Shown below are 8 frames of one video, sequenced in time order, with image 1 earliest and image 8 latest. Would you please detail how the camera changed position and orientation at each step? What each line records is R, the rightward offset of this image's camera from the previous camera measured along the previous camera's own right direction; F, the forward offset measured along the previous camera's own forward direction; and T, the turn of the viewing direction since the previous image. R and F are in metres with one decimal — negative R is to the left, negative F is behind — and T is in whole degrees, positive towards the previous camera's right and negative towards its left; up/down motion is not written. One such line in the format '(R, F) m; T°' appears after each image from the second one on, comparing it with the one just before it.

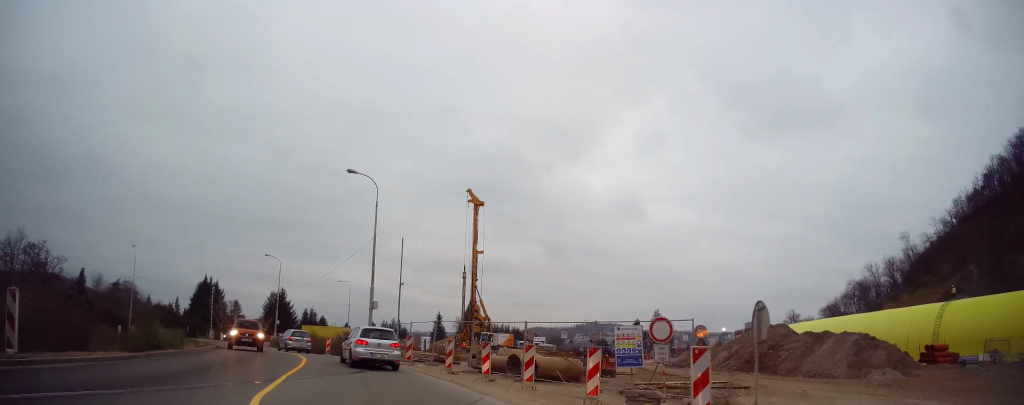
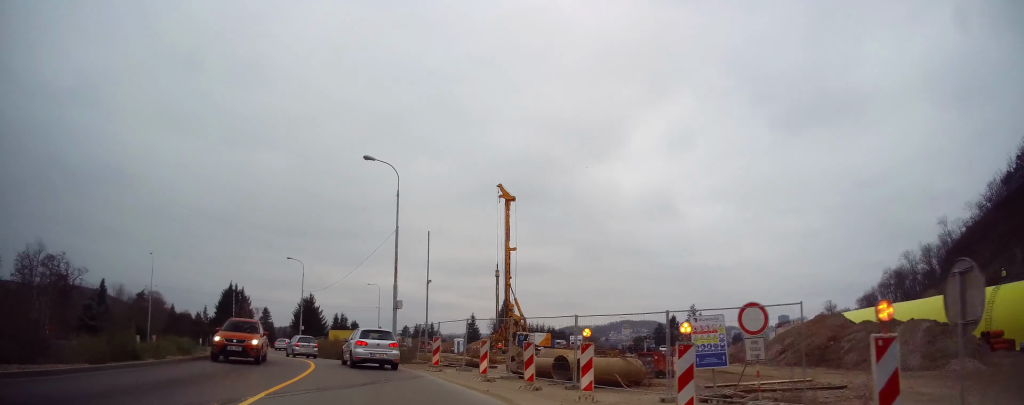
(-0.2, +3.3) m; -4°
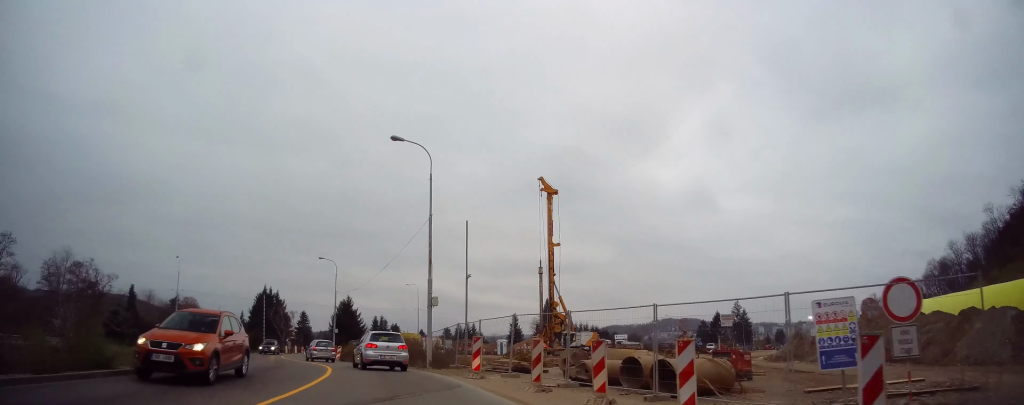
(-0.1, +3.3) m; -4°
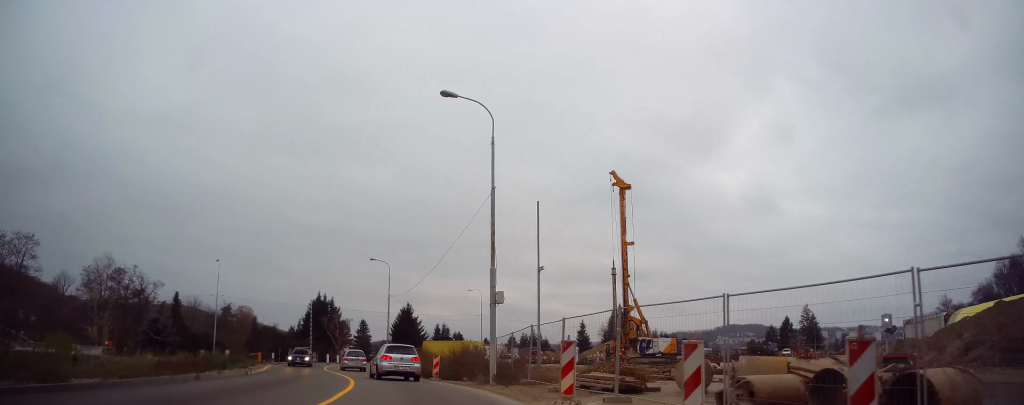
(-0.5, +6.1) m; -6°
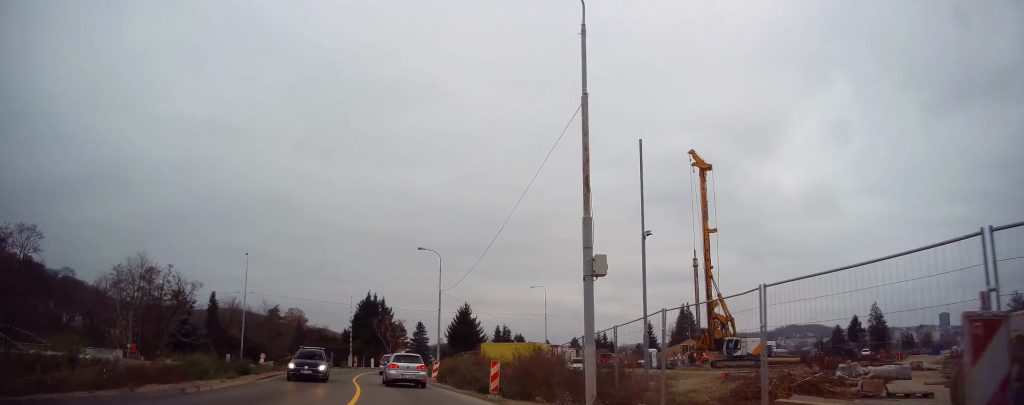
(-0.5, +8.2) m; -5°
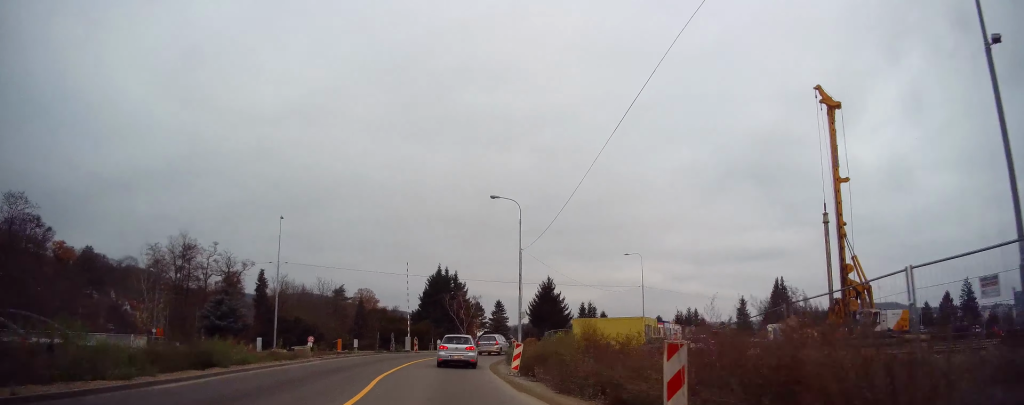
(-0.4, +10.5) m; -6°
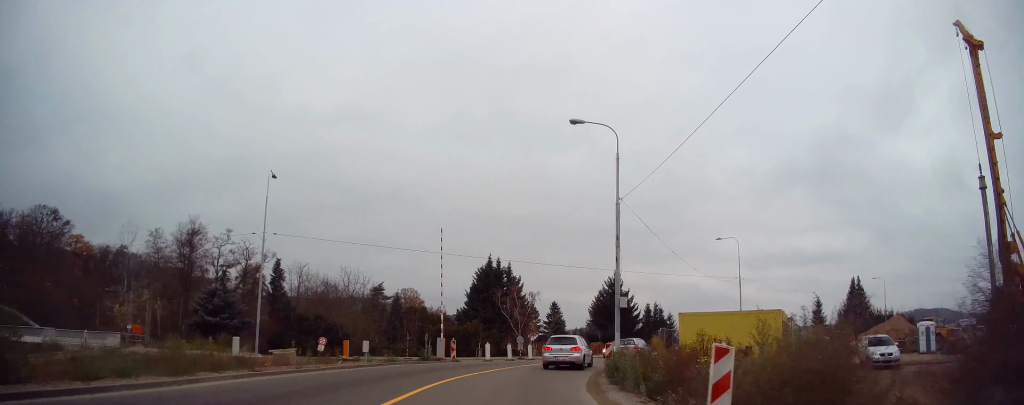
(-1.1, +14.0) m; -6°
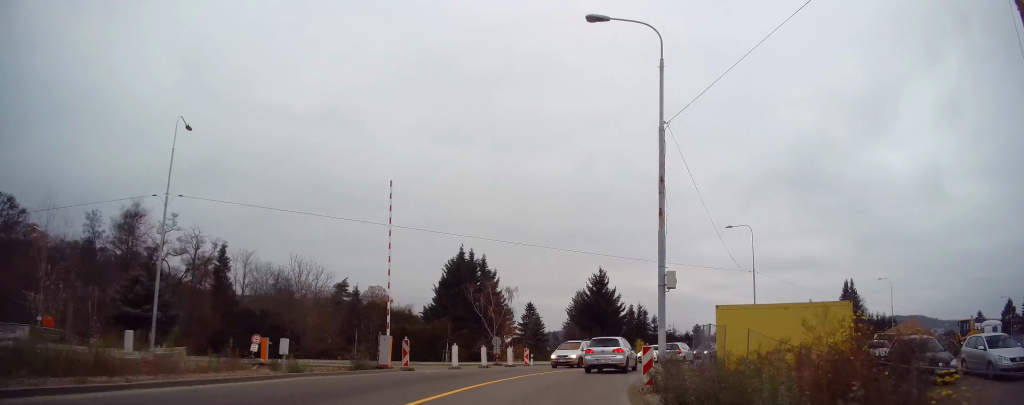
(0.0, +9.0) m; +6°
